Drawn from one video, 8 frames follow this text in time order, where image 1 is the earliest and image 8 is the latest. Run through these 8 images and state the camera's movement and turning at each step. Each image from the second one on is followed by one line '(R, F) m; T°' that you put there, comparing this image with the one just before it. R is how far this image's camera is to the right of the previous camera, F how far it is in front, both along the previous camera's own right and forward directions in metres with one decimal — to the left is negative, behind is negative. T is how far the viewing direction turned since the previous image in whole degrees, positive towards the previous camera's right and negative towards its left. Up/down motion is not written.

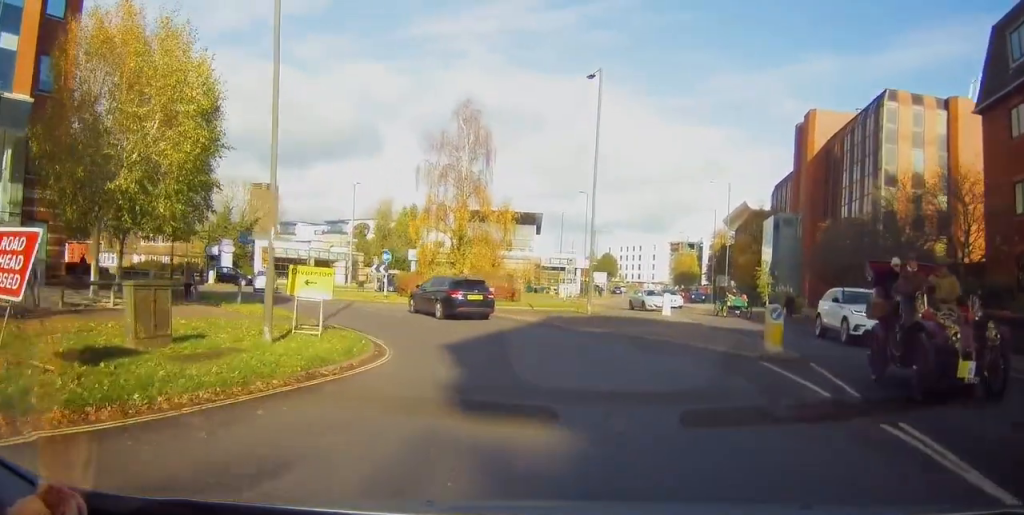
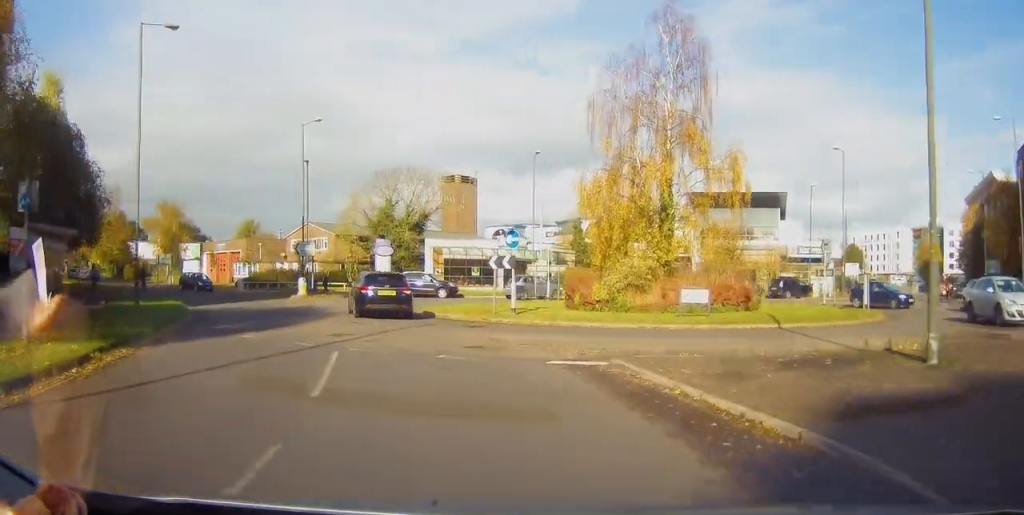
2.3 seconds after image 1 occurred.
(-2.7, +17.0) m; -26°
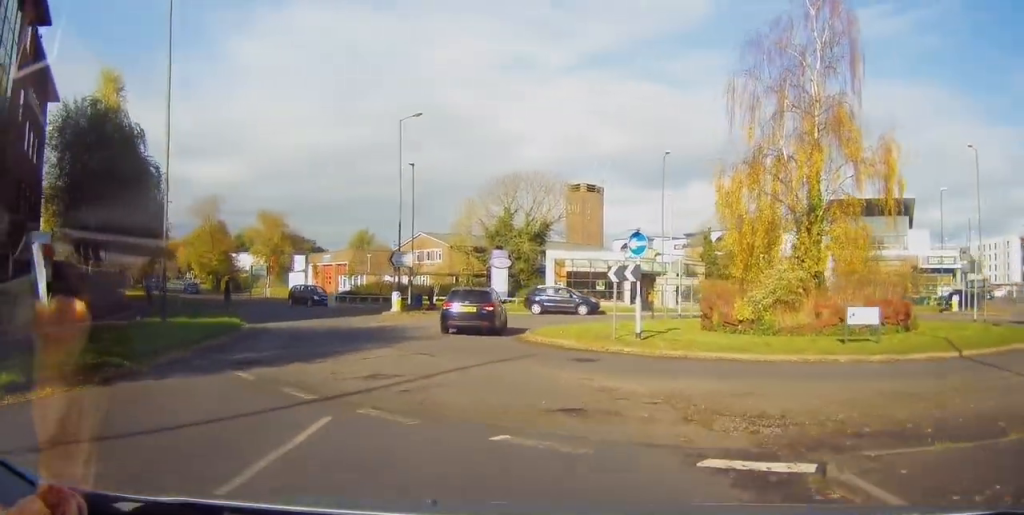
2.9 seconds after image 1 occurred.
(-0.4, +4.3) m; -9°
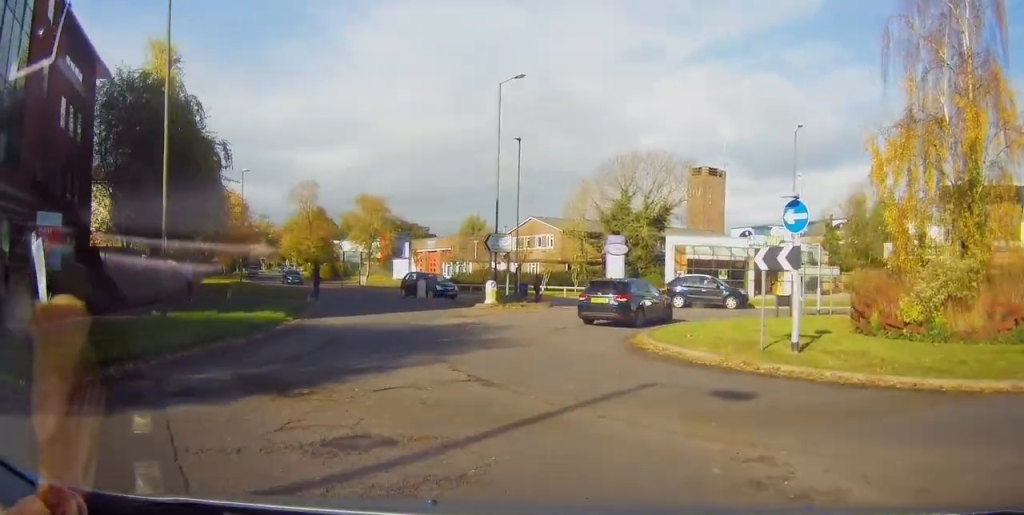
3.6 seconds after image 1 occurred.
(-0.4, +4.4) m; -5°
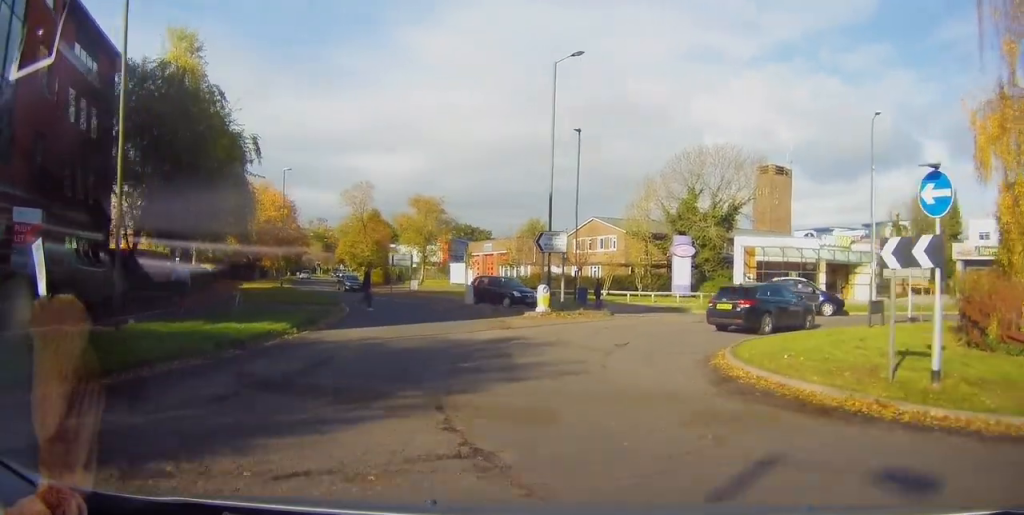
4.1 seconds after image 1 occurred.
(-0.1, +3.3) m; -3°
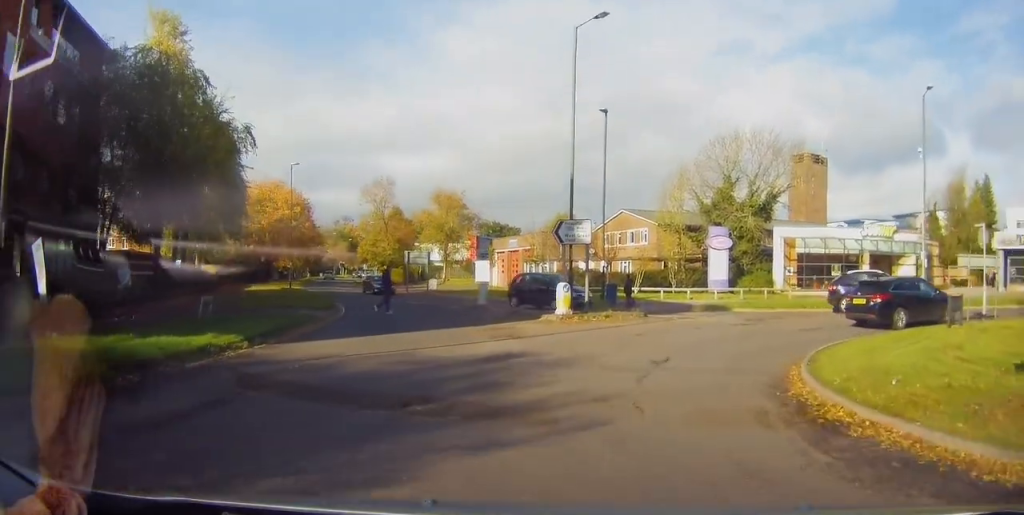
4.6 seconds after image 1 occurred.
(-0.2, +3.7) m; +3°
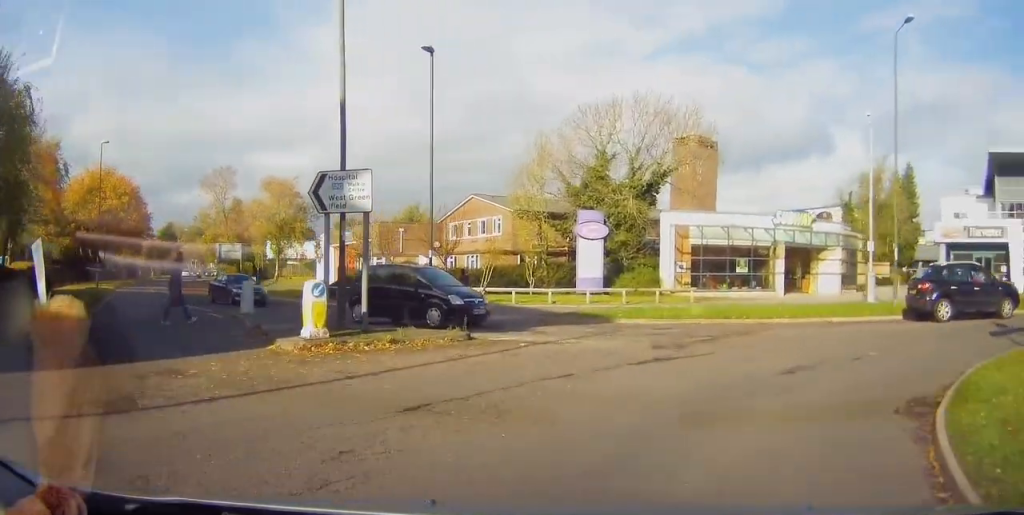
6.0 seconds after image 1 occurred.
(+0.8, +9.3) m; +22°
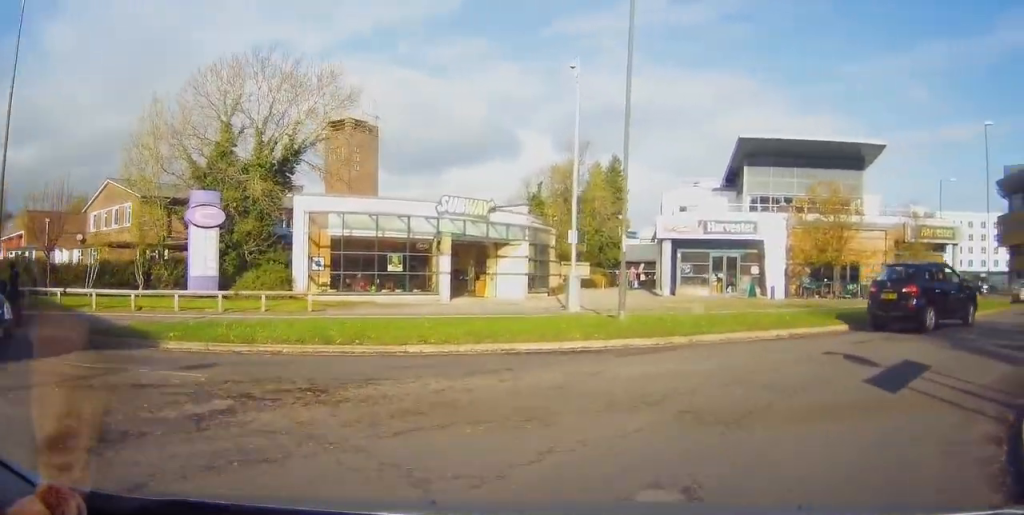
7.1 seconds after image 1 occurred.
(+2.1, +7.3) m; +28°
